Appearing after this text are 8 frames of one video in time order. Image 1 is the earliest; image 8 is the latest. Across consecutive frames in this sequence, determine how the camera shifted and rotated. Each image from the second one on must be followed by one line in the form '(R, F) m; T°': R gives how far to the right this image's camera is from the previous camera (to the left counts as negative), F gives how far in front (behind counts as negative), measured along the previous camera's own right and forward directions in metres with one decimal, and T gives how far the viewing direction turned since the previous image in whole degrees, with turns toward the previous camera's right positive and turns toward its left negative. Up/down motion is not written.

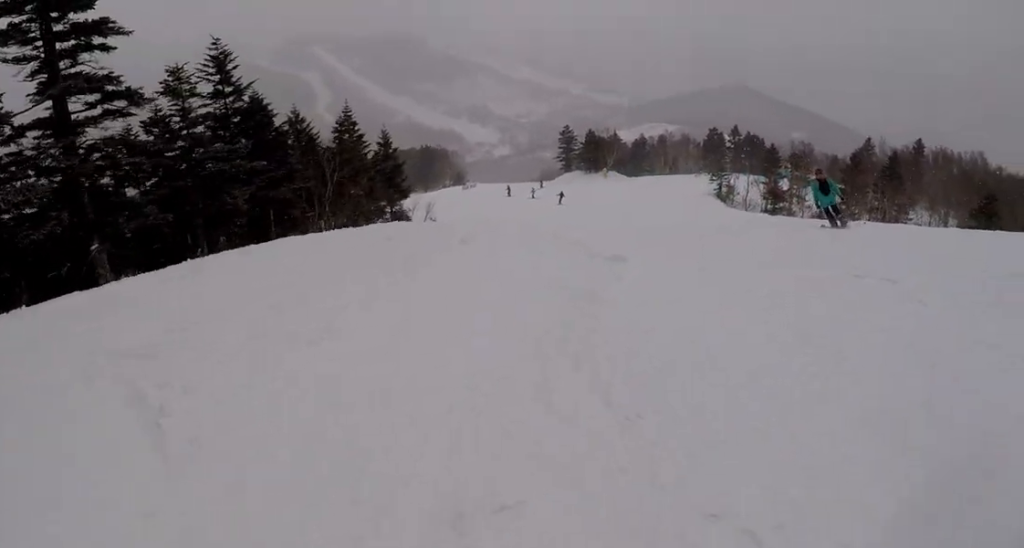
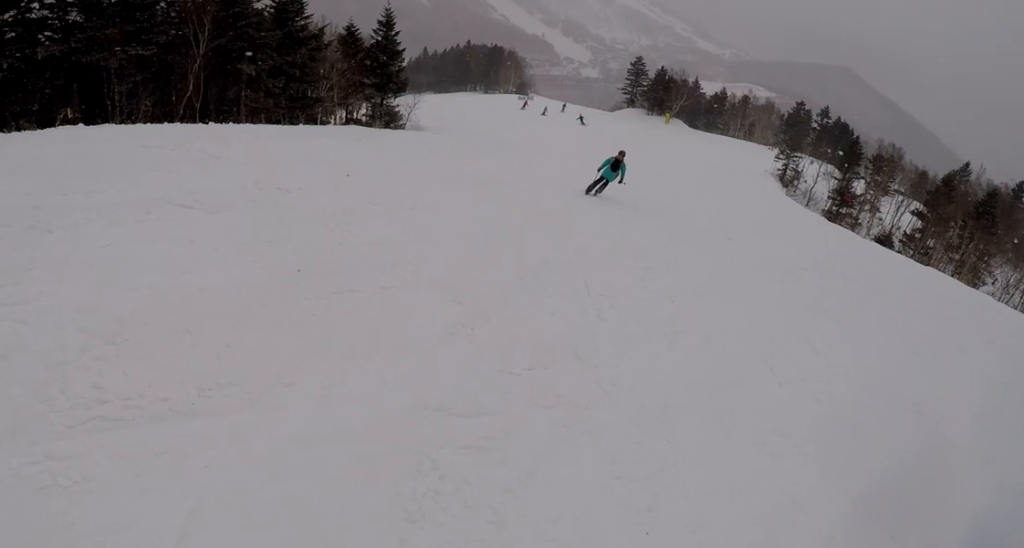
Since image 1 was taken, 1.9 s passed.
(+0.5, +8.9) m; -13°
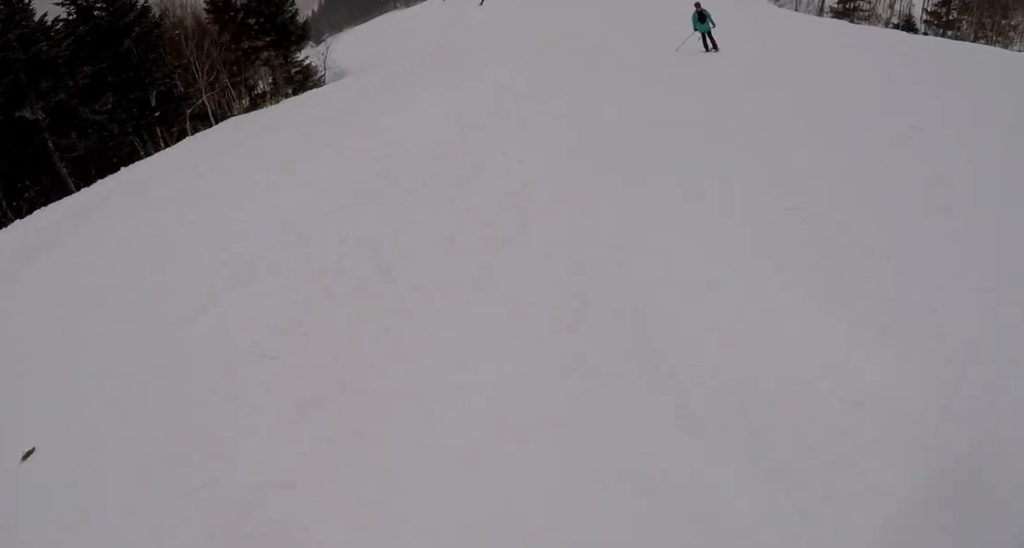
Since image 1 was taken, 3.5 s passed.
(-1.6, +8.0) m; -7°
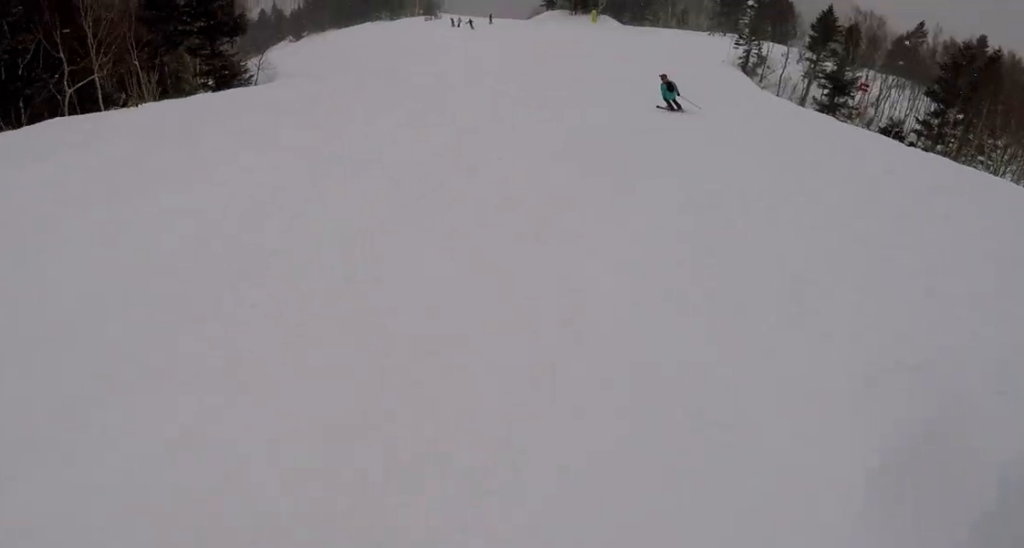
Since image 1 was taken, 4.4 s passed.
(+0.5, +4.6) m; +5°
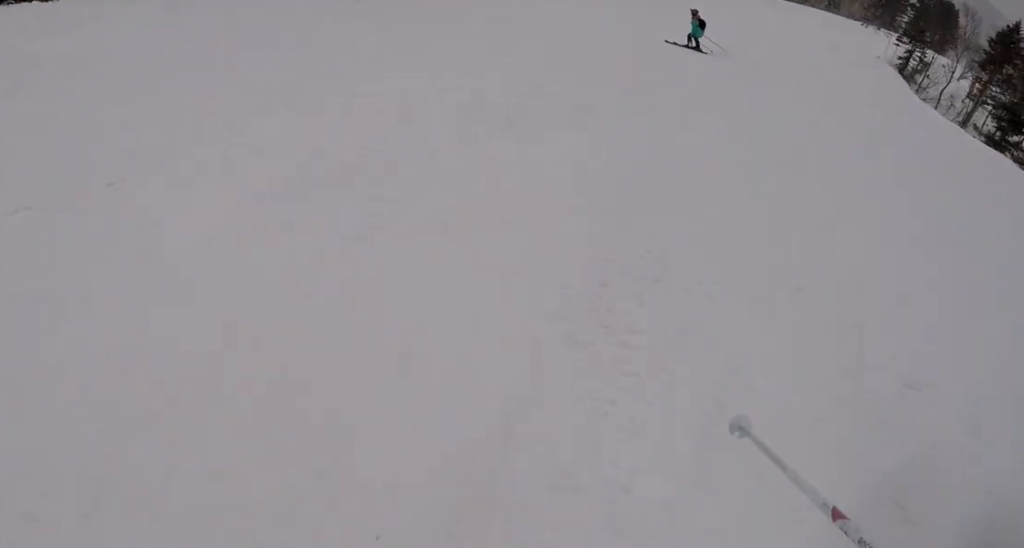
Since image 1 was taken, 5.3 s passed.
(0.0, +5.2) m; -7°
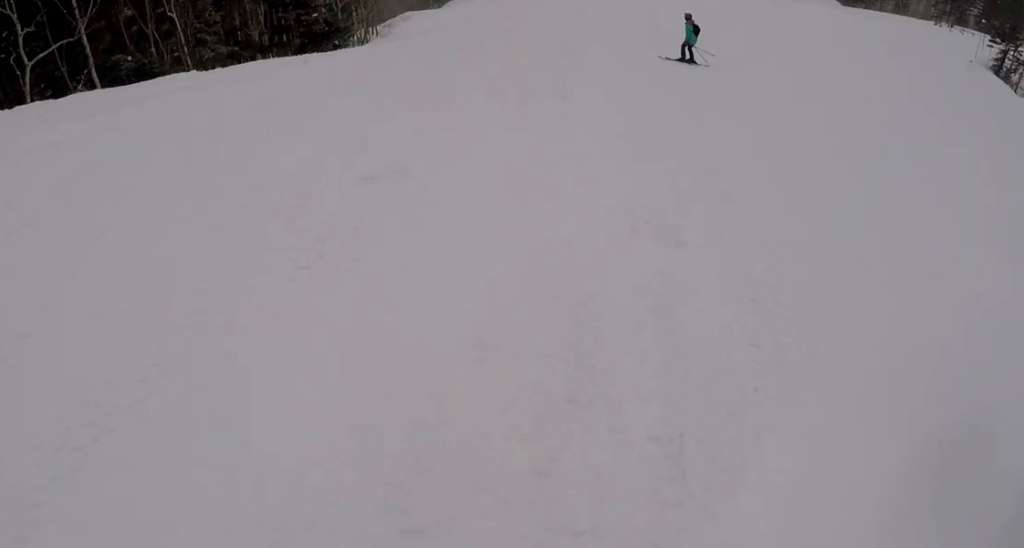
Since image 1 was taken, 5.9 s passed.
(-0.6, +3.9) m; +1°
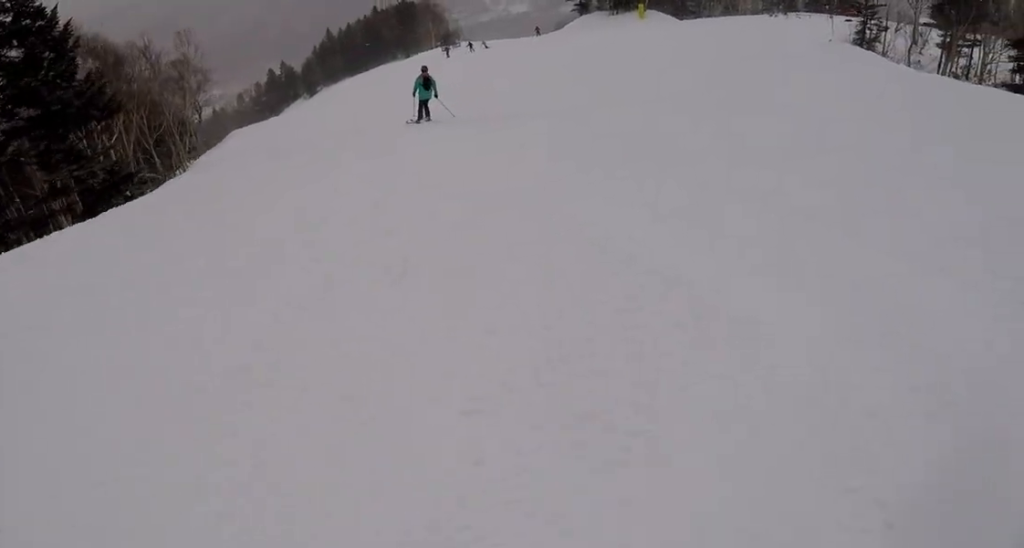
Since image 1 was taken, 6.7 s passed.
(+0.3, +4.4) m; +4°
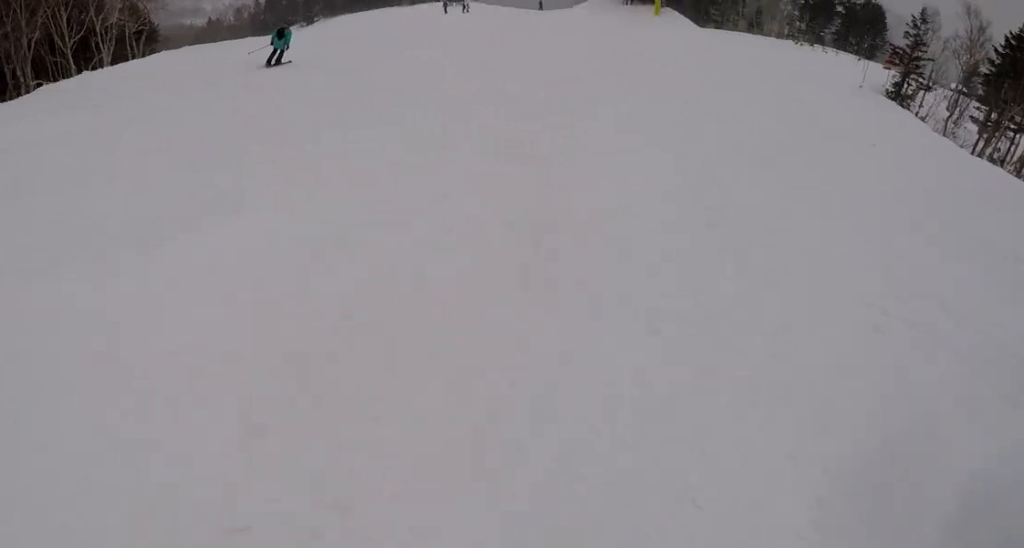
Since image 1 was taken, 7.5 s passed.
(+0.5, +5.7) m; -3°
